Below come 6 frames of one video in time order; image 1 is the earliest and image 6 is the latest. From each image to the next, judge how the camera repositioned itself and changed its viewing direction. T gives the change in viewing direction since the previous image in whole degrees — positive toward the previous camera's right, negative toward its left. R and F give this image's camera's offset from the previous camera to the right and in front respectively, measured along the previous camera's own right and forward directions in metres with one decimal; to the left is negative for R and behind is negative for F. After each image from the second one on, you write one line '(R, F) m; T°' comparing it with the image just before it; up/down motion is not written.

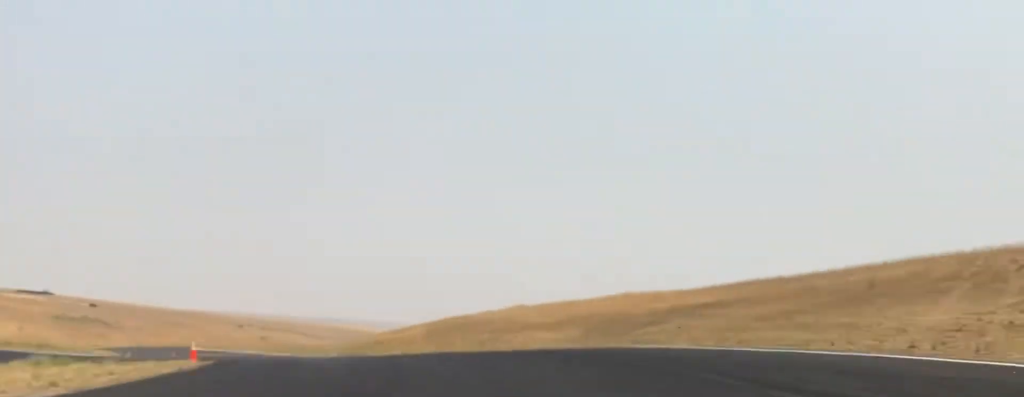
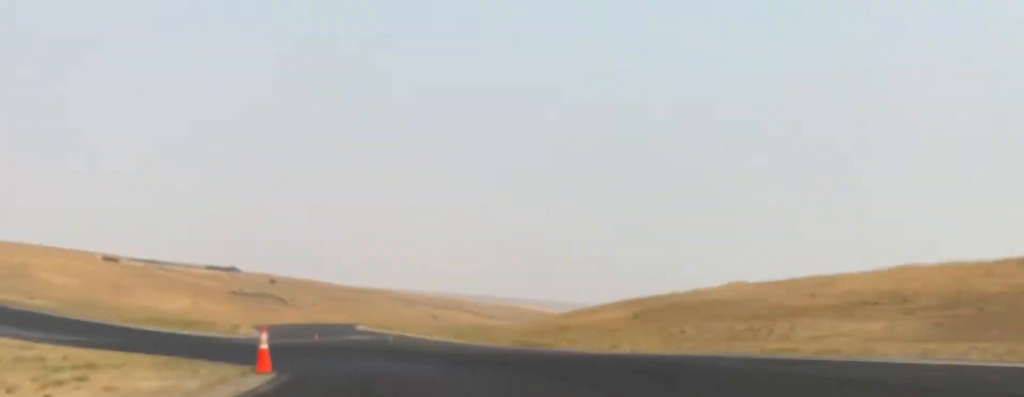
(-0.9, +17.2) m; -16°
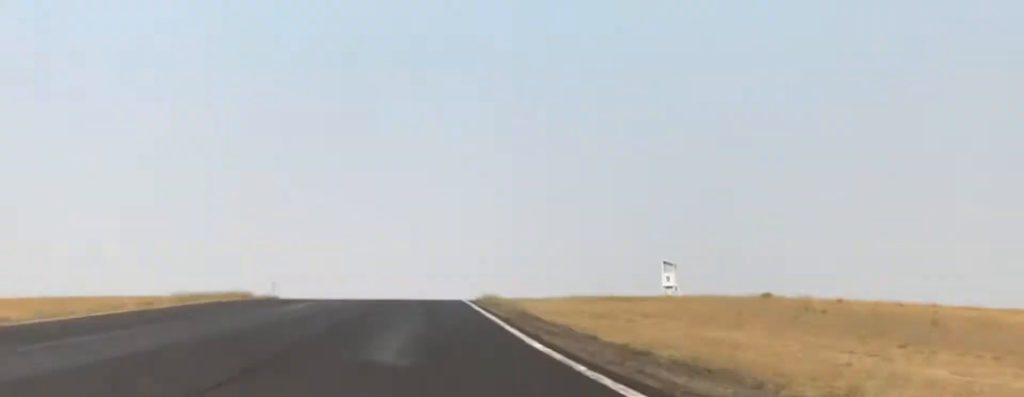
(-57.3, +87.9) m; -55°
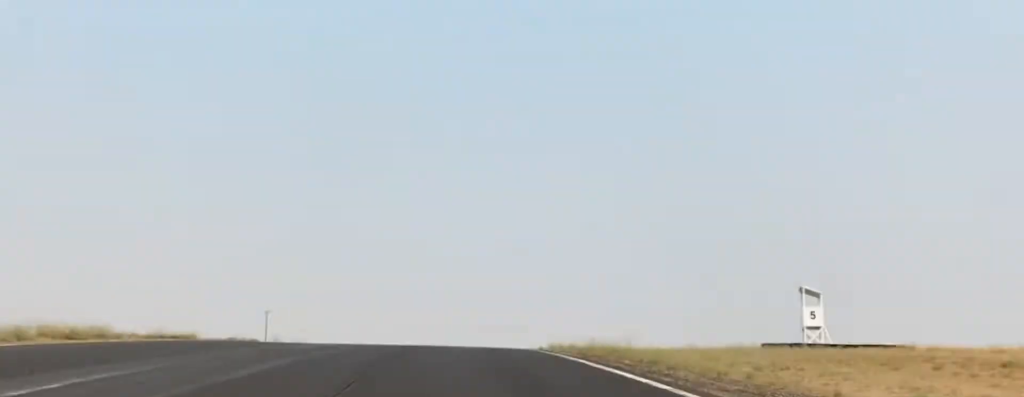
(-2.6, +28.6) m; -2°
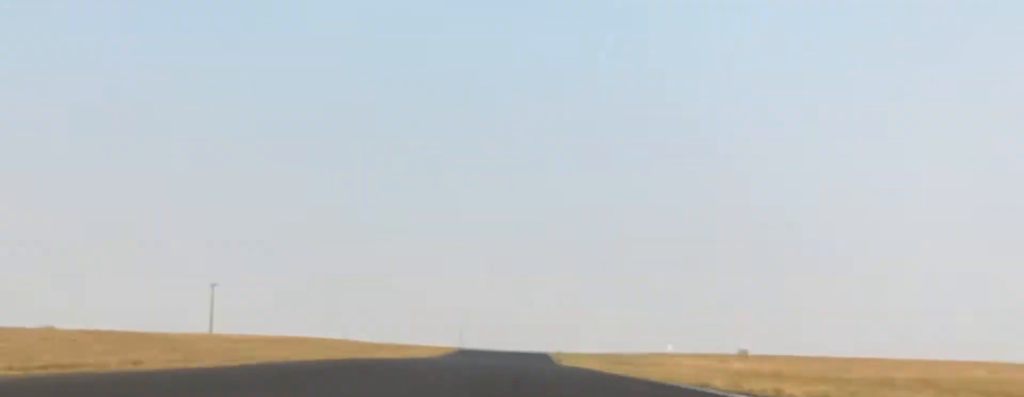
(-1.0, +37.3) m; +3°
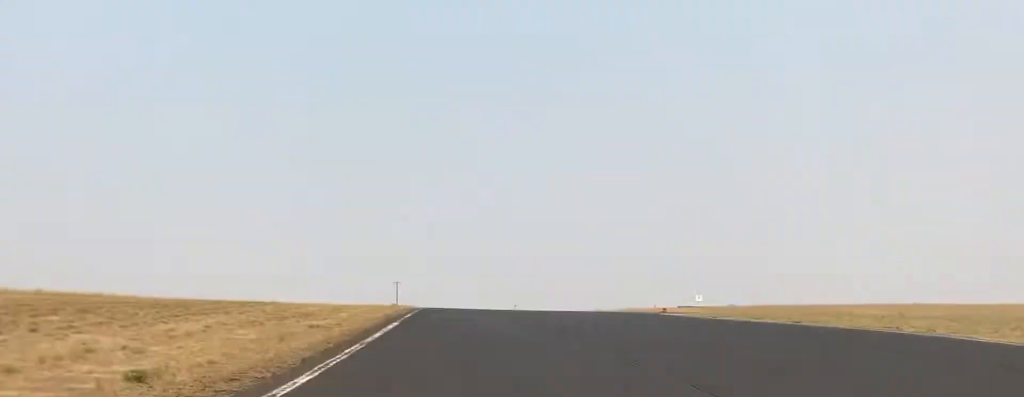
(+10.5, +84.4) m; +10°
